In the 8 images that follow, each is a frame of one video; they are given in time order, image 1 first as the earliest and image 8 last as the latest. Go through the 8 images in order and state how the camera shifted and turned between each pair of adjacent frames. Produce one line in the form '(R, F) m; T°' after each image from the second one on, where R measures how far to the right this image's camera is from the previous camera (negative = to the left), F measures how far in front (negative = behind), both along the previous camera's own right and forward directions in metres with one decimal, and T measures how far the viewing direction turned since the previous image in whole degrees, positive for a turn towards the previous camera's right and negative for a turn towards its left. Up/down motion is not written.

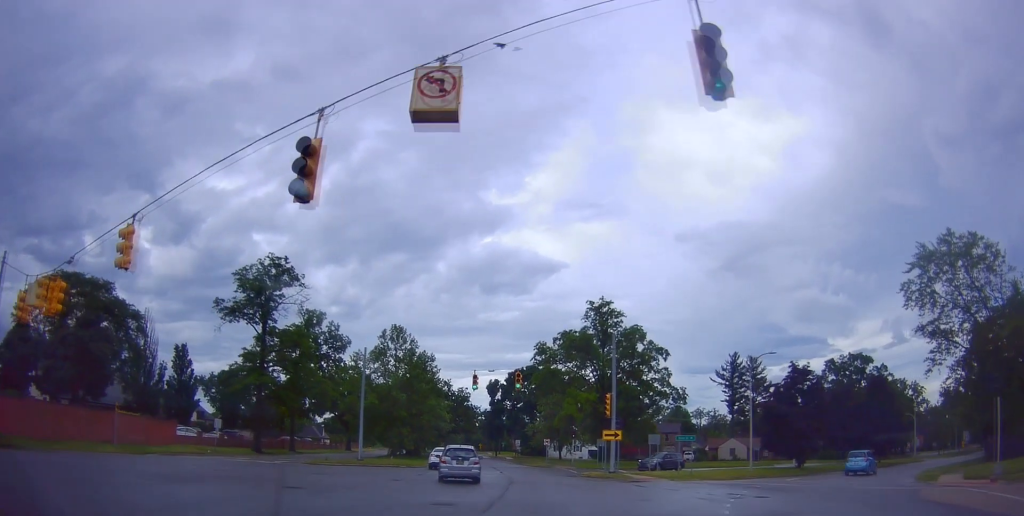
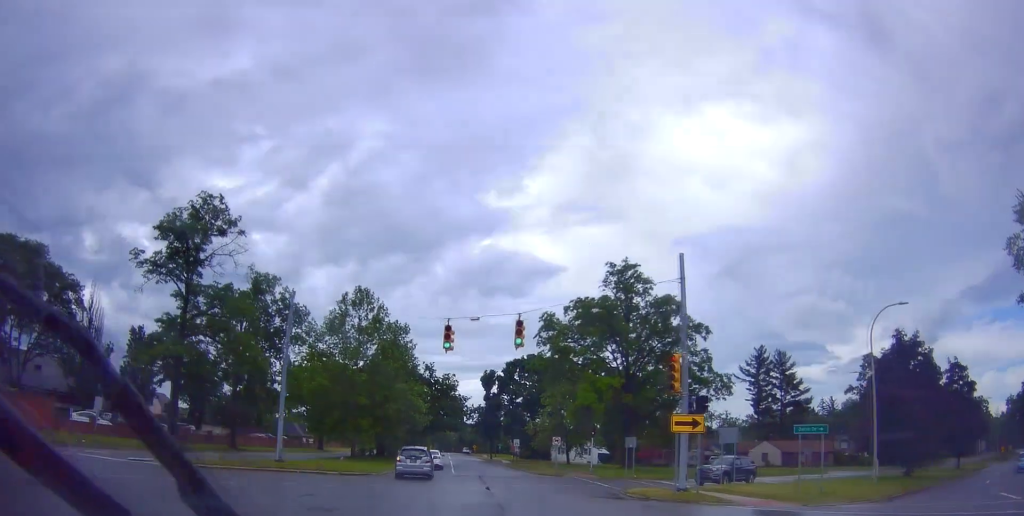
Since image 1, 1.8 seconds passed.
(-0.6, +14.7) m; 0°
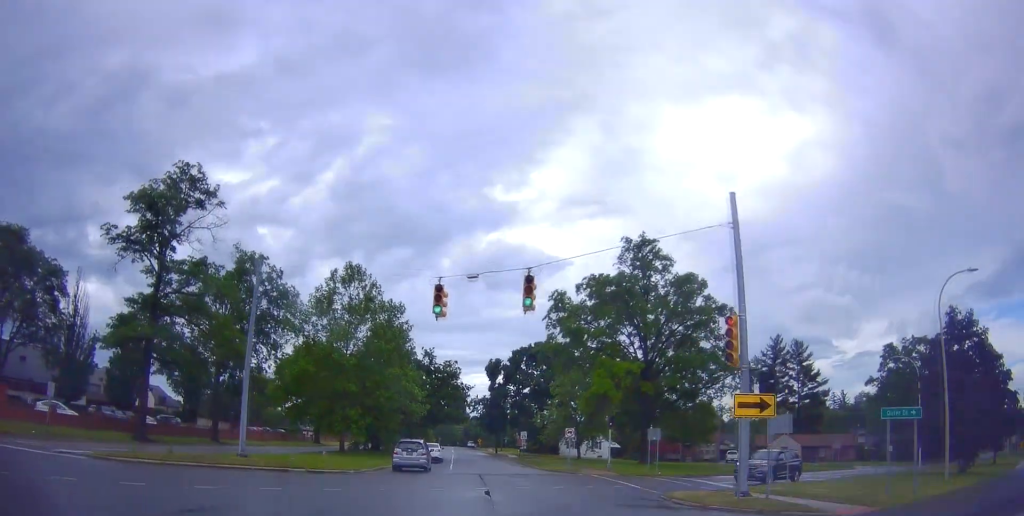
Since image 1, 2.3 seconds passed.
(+0.1, +4.9) m; +1°
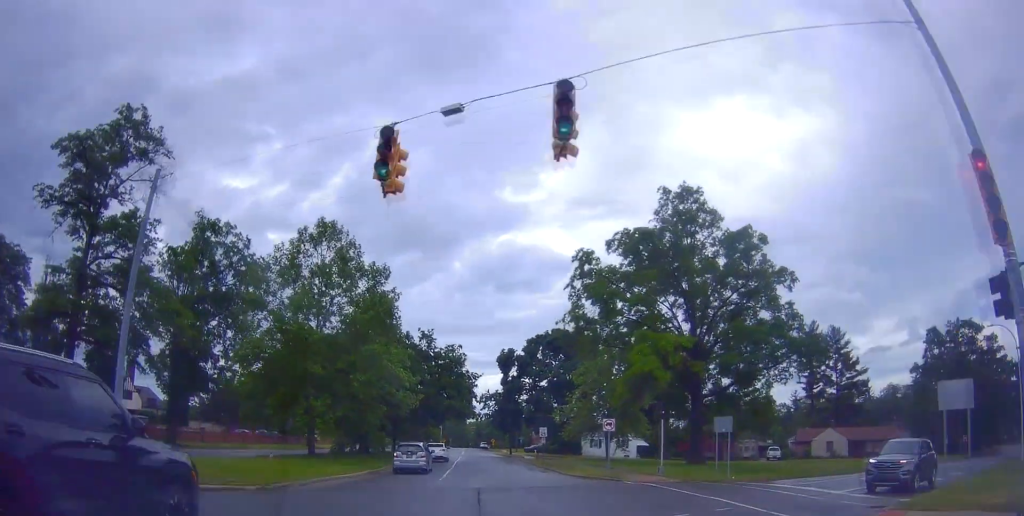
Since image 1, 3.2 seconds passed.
(+0.3, +9.9) m; -1°
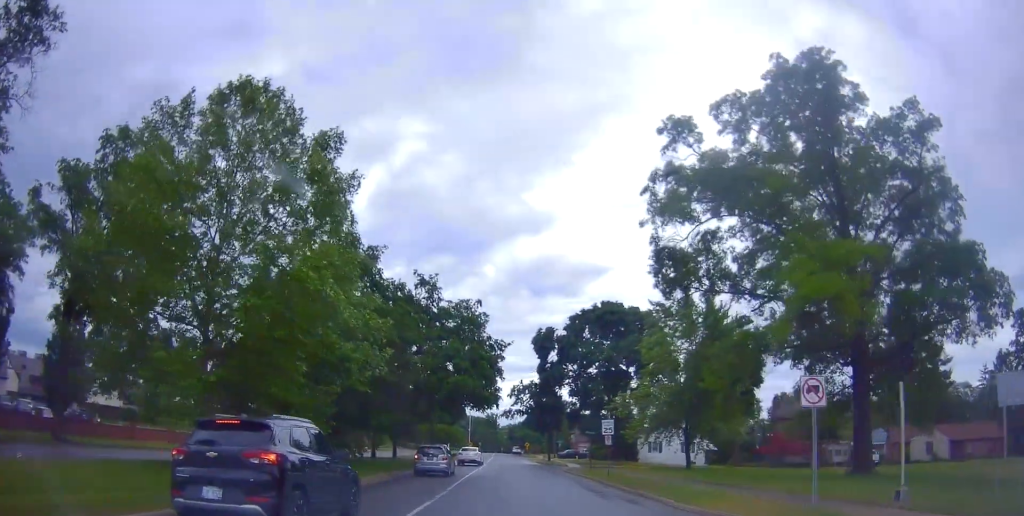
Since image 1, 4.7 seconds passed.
(-0.8, +16.9) m; 0°
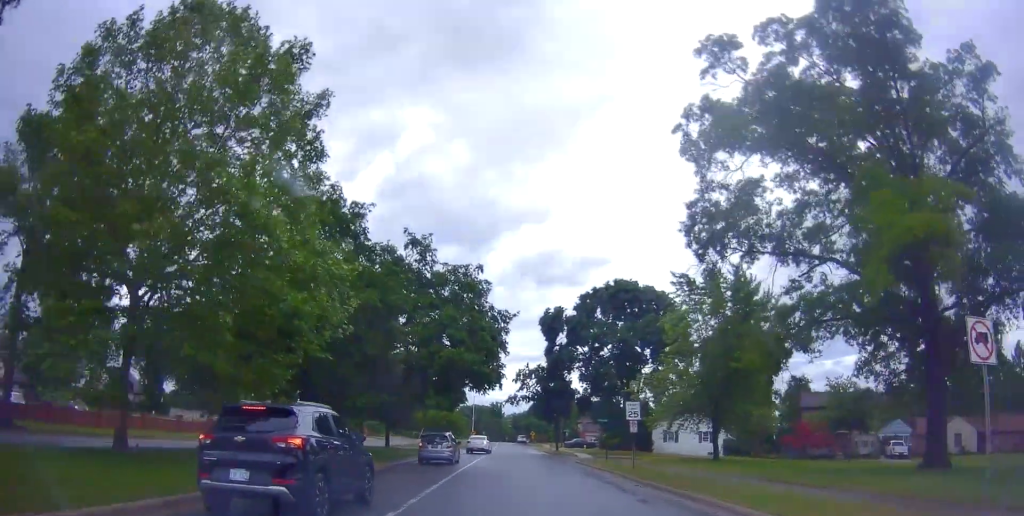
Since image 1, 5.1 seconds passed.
(0.0, +5.0) m; +1°
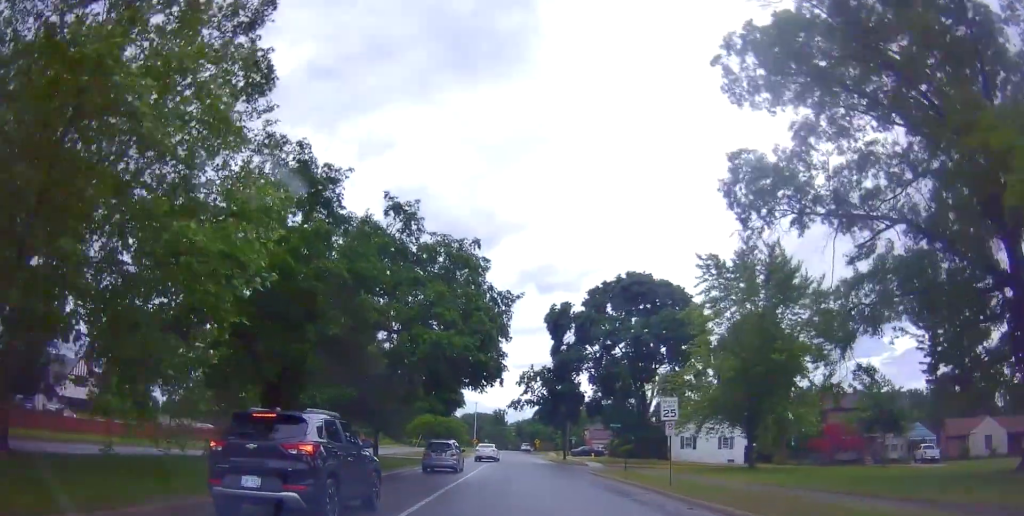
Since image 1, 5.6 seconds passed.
(+0.2, +5.4) m; -1°
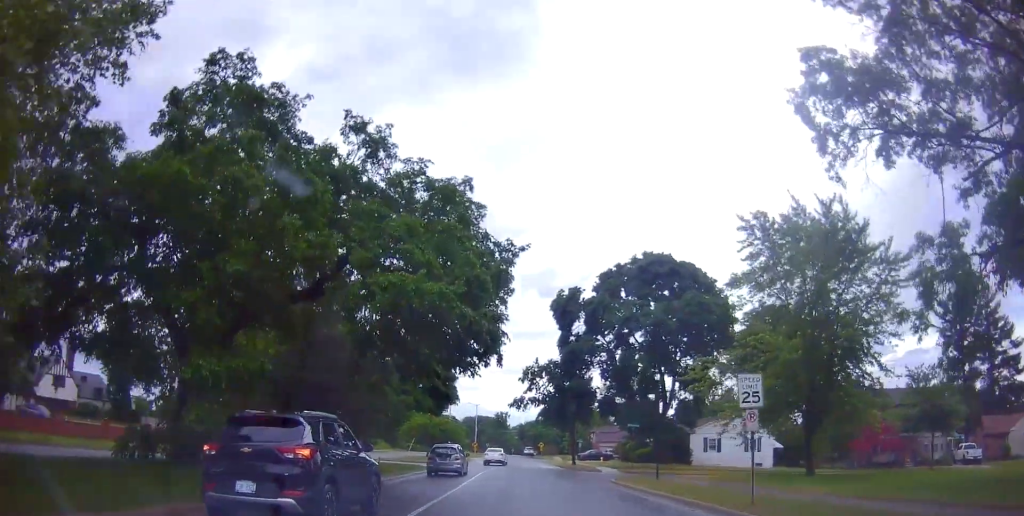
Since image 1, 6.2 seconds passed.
(+0.1, +6.9) m; -1°
